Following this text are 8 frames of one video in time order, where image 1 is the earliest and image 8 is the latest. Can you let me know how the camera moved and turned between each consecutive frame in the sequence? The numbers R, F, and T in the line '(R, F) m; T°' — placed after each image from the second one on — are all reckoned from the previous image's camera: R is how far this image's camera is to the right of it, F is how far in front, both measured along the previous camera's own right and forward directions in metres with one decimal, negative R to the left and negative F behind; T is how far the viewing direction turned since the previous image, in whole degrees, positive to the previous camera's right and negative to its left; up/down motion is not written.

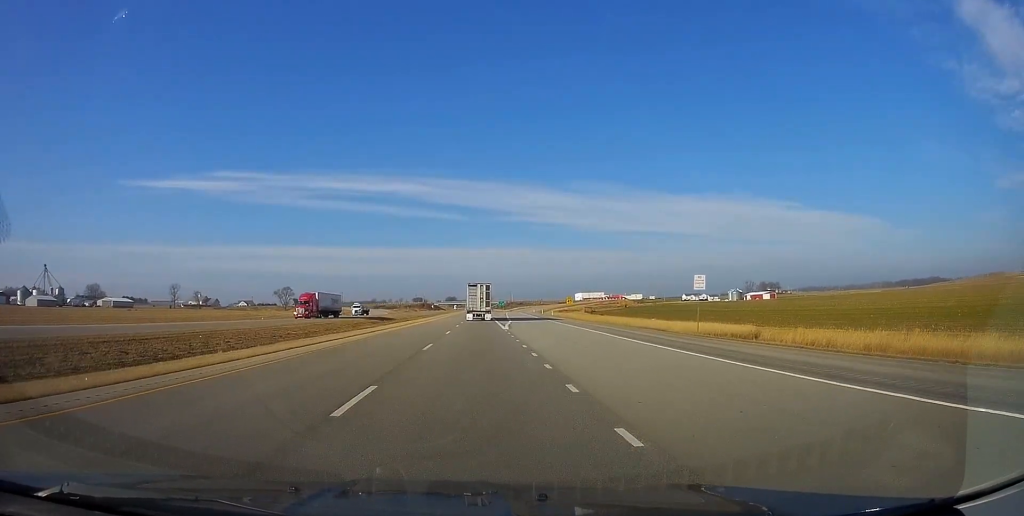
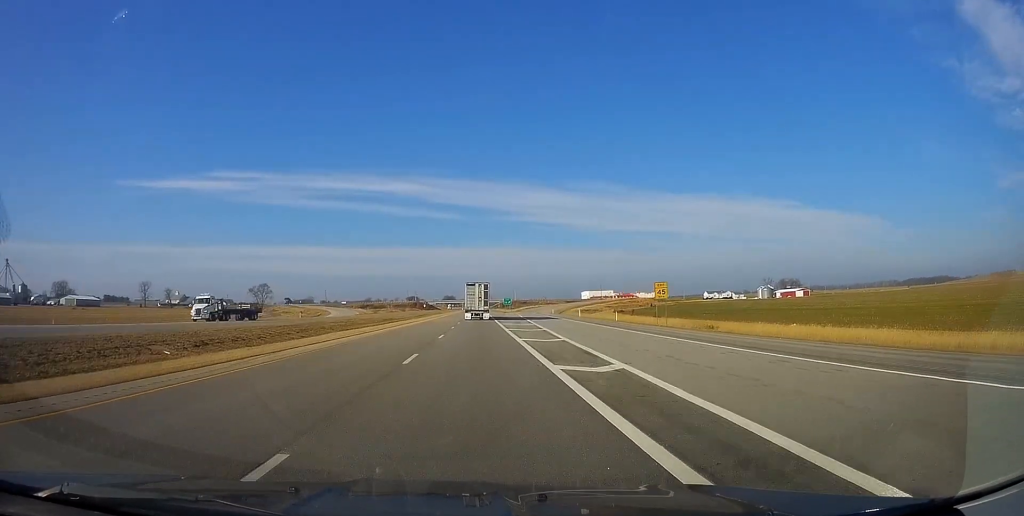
(0.0, +55.7) m; 0°
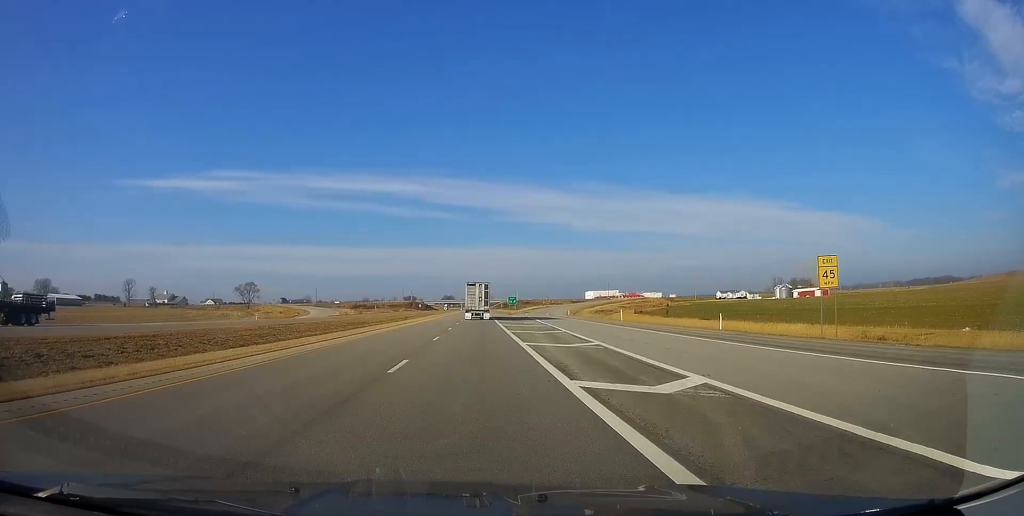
(0.0, +27.3) m; 0°
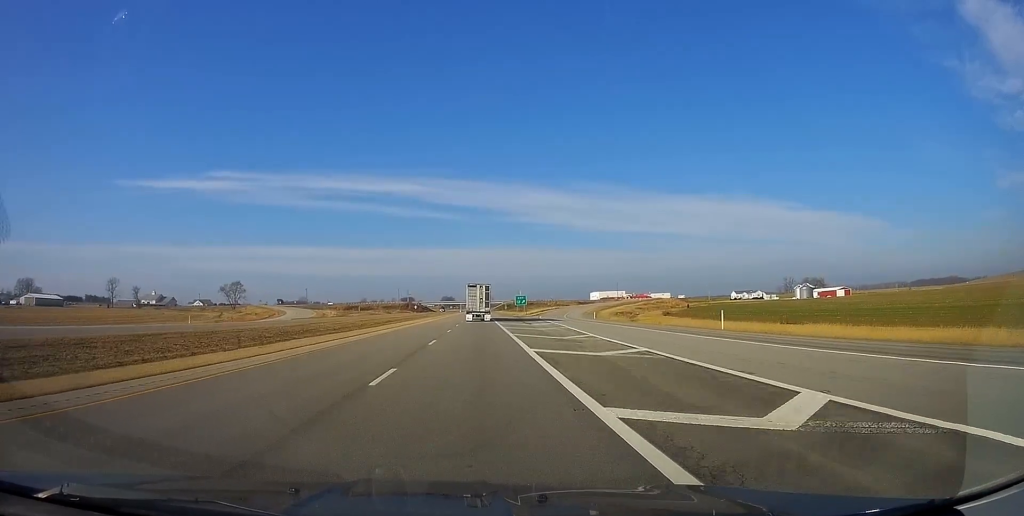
(0.0, +27.3) m; 0°
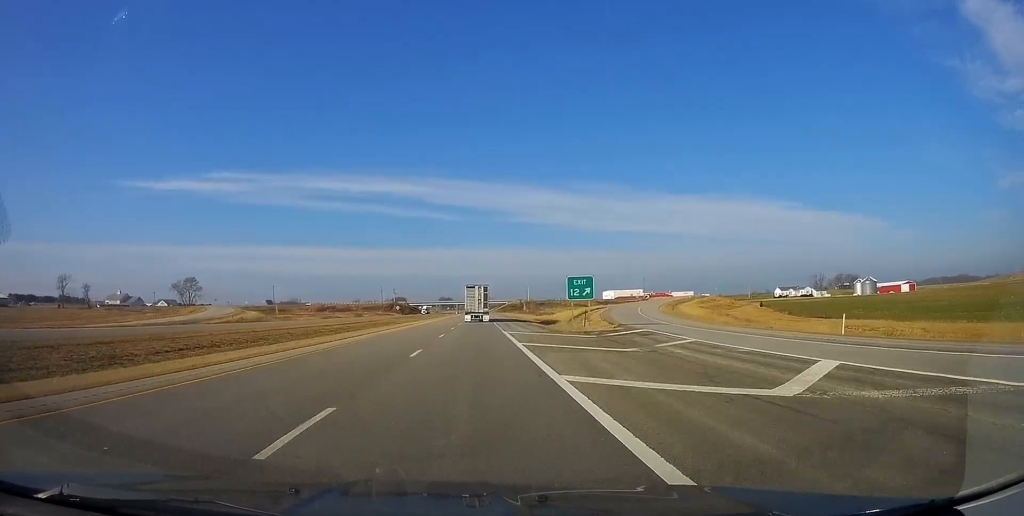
(0.0, +68.9) m; 0°
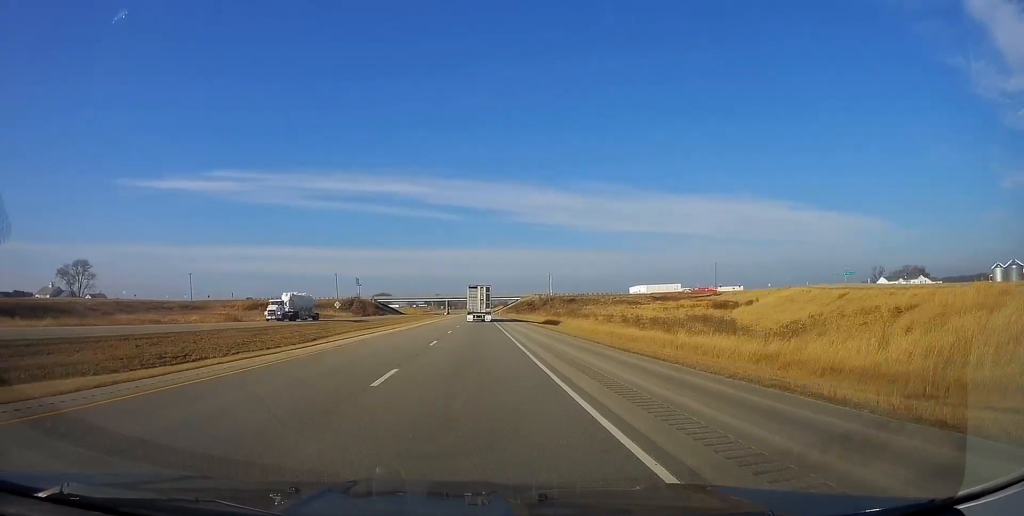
(-0.1, +108.1) m; 0°
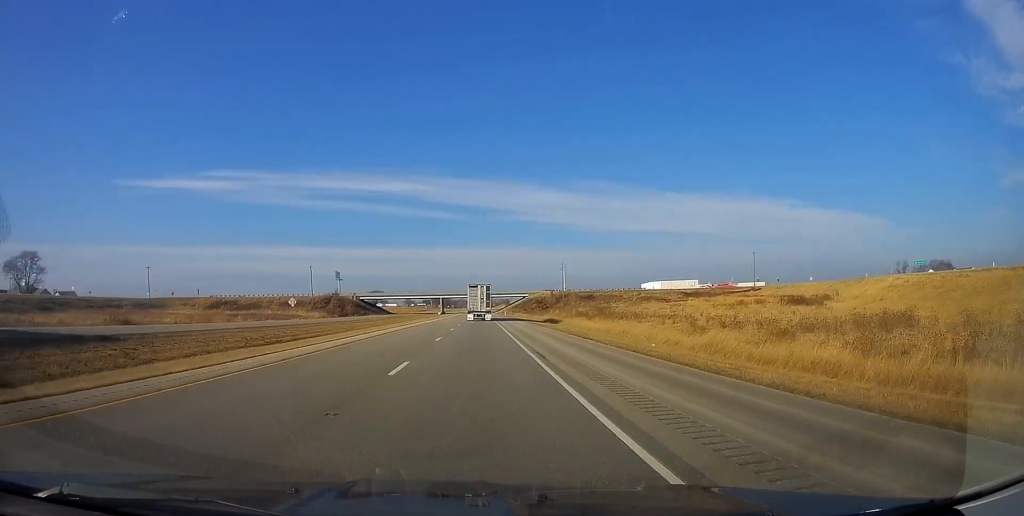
(0.0, +36.0) m; 0°
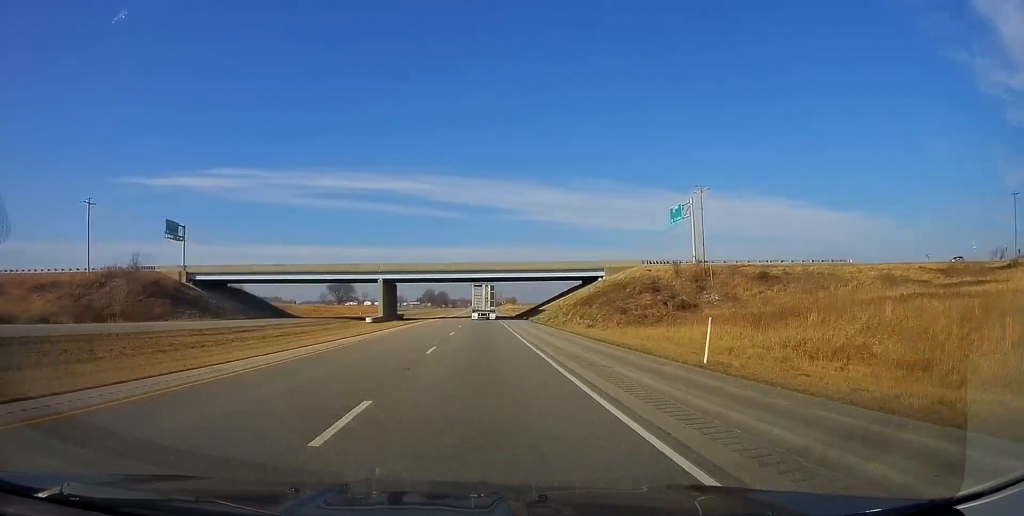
(-1.0, +121.0) m; 0°
